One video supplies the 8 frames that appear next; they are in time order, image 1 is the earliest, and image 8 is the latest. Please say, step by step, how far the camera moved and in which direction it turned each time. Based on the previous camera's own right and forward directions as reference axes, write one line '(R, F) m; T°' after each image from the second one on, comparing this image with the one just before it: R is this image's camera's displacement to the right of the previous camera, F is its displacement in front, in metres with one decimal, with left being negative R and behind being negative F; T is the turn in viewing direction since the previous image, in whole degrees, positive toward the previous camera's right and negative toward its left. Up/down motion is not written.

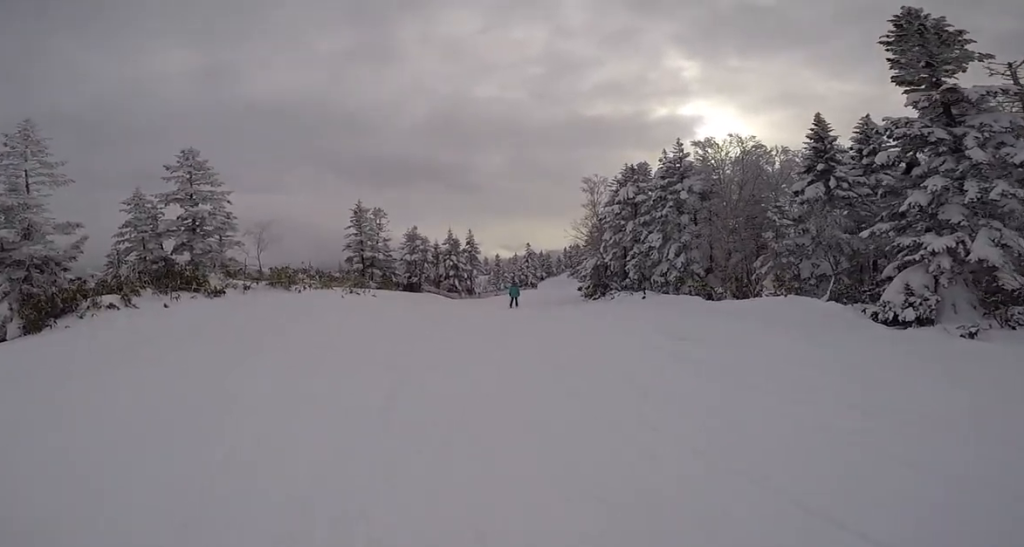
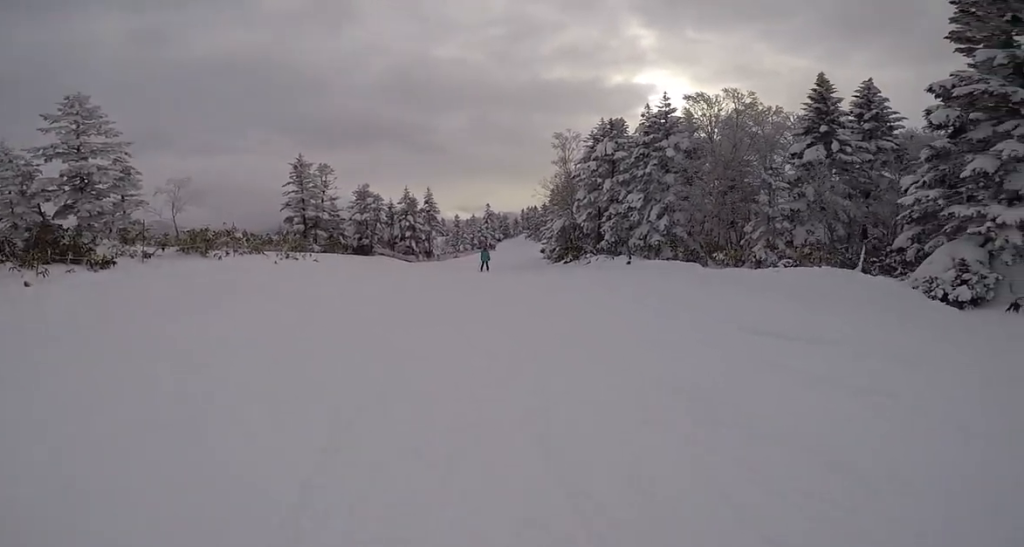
(+0.7, +2.9) m; +6°
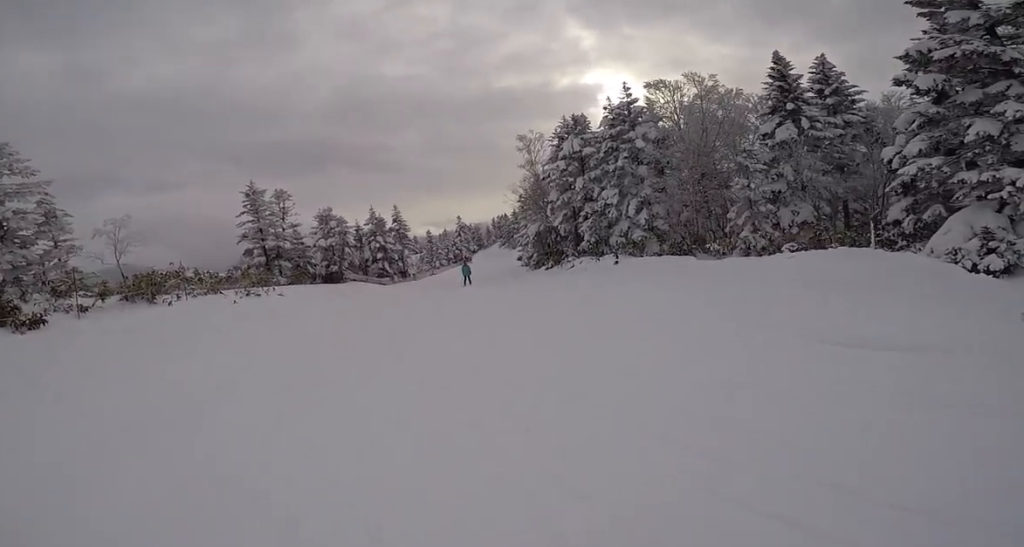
(+0.2, +1.5) m; +2°
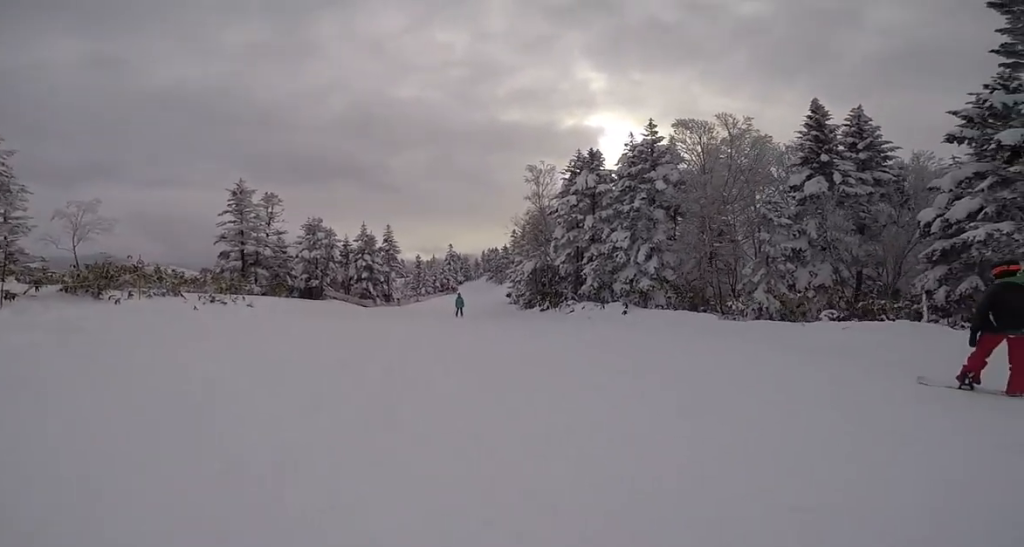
(-0.5, +1.8) m; +1°
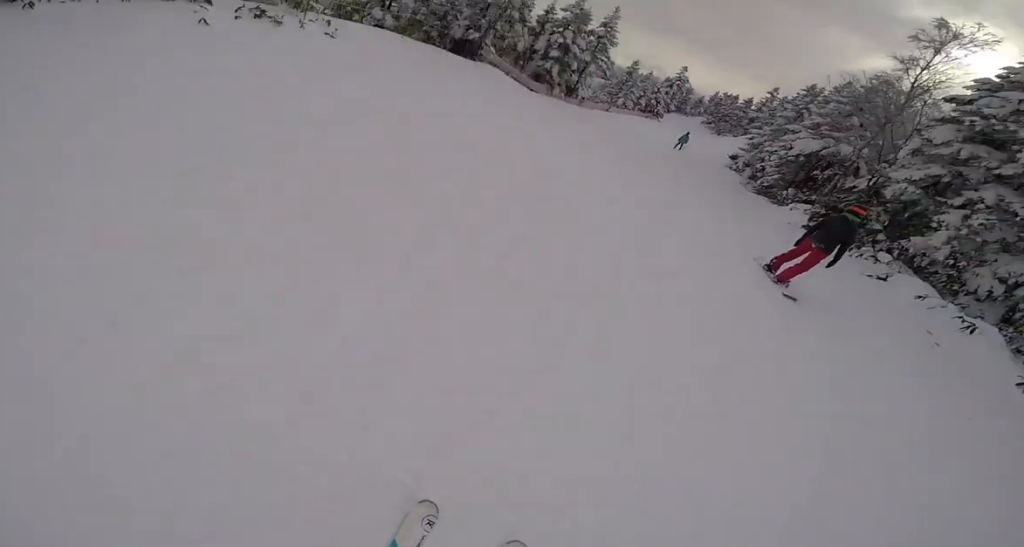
(-0.1, +9.2) m; +1°
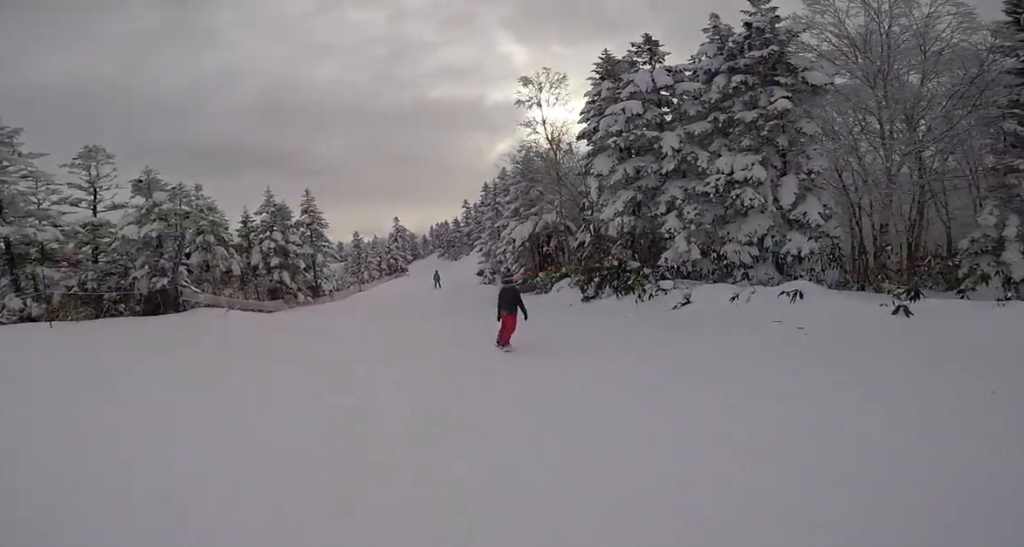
(+0.6, +3.1) m; +4°
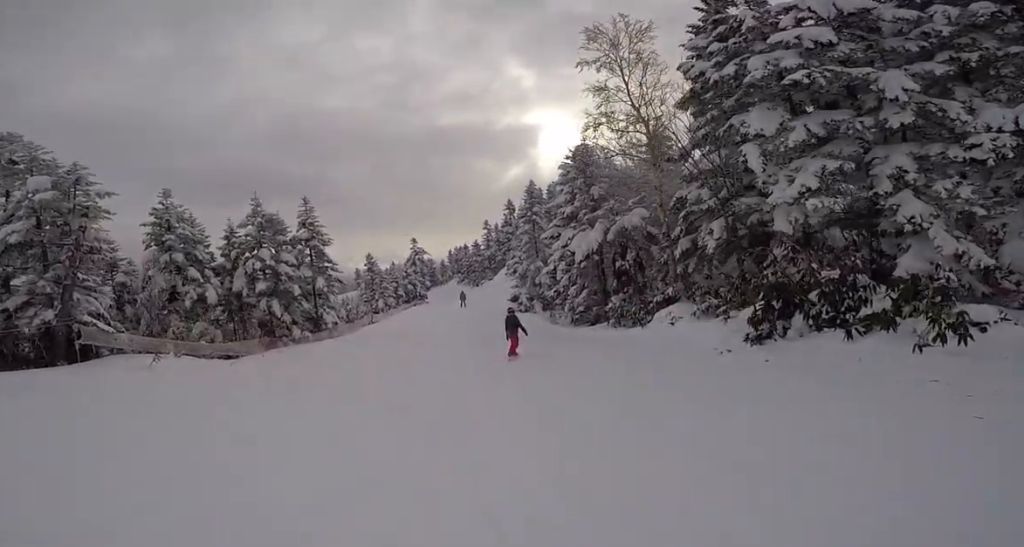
(-0.2, +7.7) m; +1°
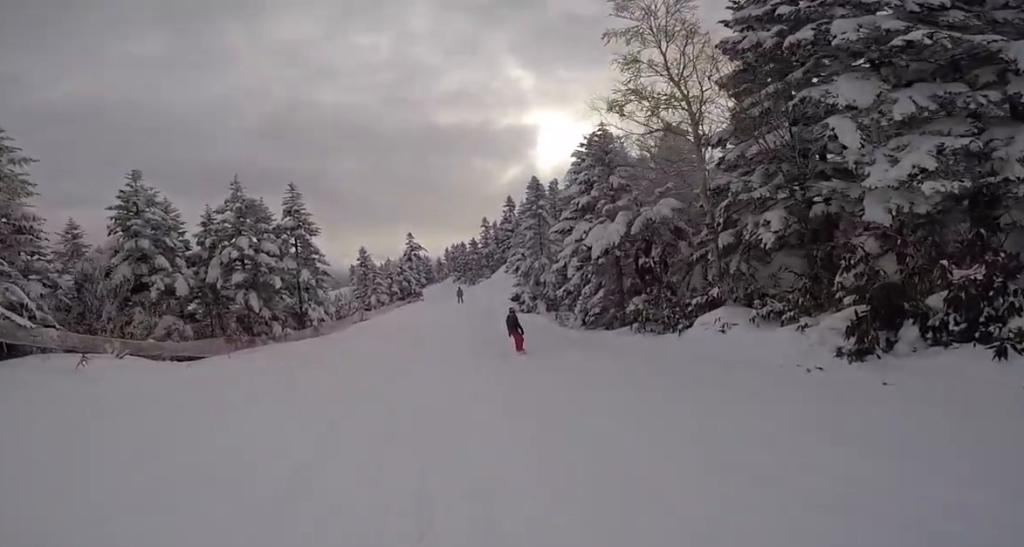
(+0.3, +2.4) m; 0°
